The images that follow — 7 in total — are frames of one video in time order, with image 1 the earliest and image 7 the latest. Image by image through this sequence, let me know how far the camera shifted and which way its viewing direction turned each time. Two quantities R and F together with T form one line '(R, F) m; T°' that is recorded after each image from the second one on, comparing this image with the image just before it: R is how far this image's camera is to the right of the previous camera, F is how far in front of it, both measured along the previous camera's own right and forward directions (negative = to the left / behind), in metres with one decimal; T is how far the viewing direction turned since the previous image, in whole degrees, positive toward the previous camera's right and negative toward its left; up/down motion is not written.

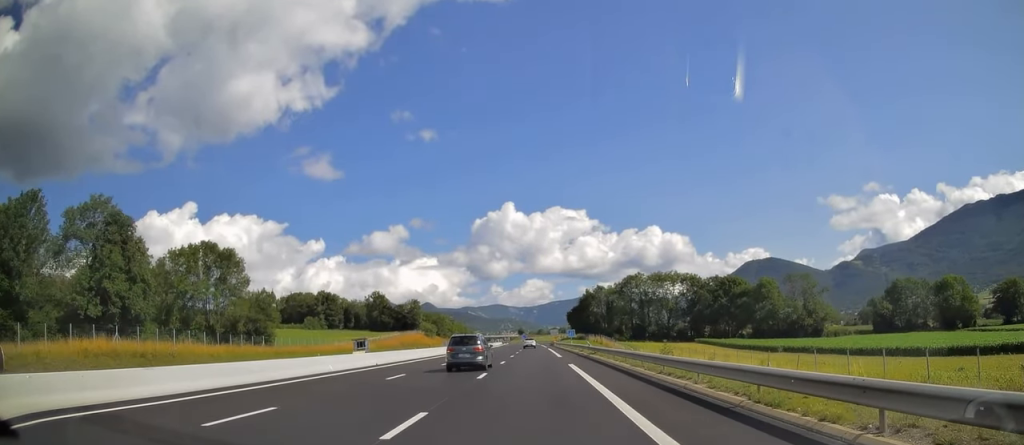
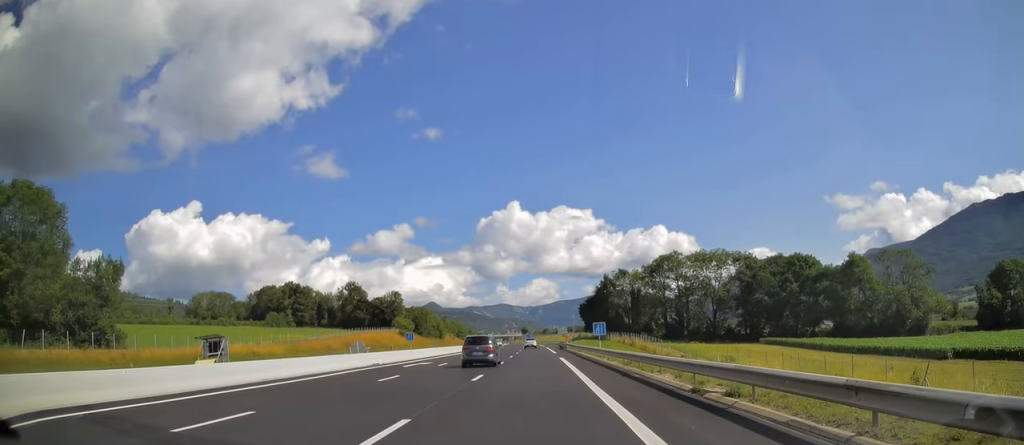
(-0.3, +40.0) m; -1°
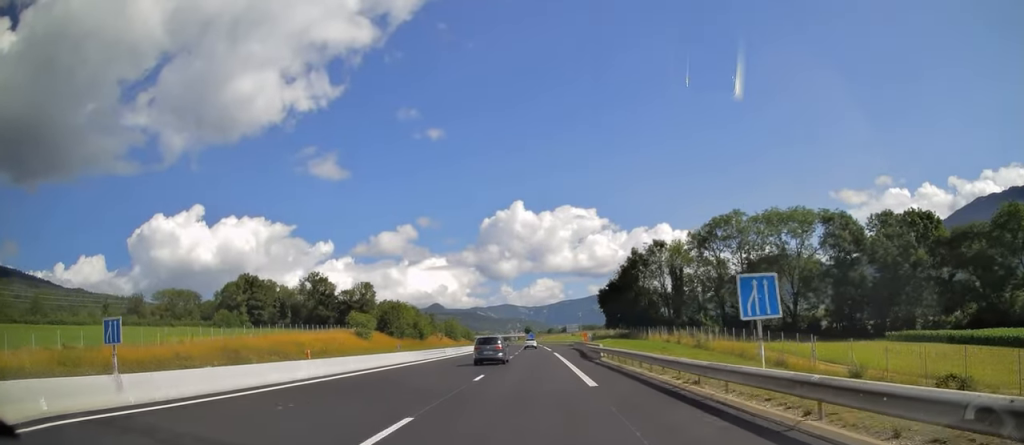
(-0.2, +38.8) m; -1°
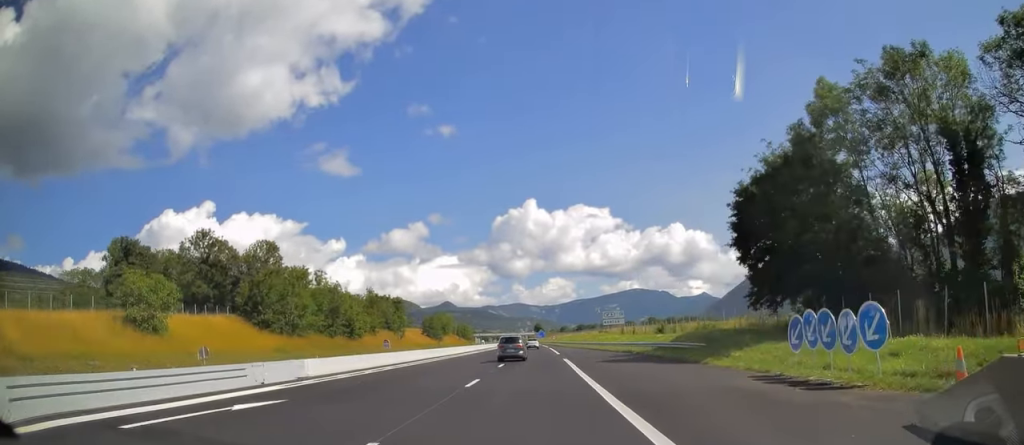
(-0.5, +68.2) m; -1°
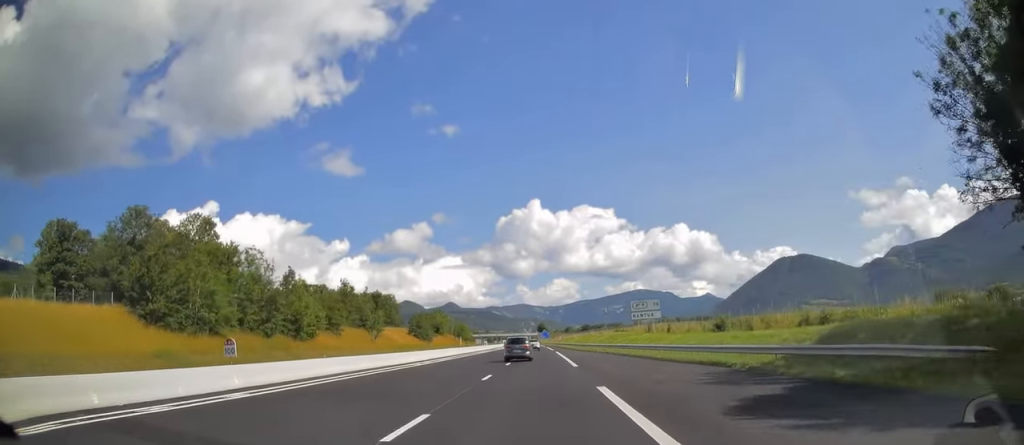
(-0.1, +22.9) m; 0°
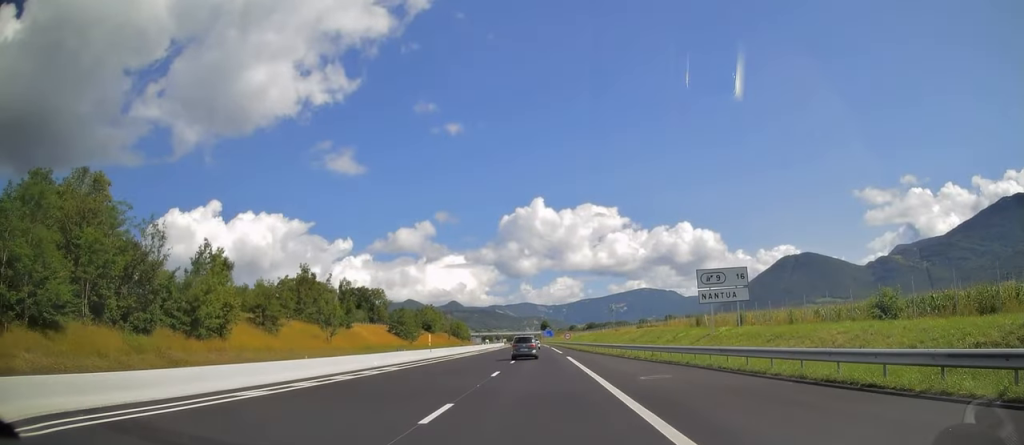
(-0.1, +24.5) m; 0°
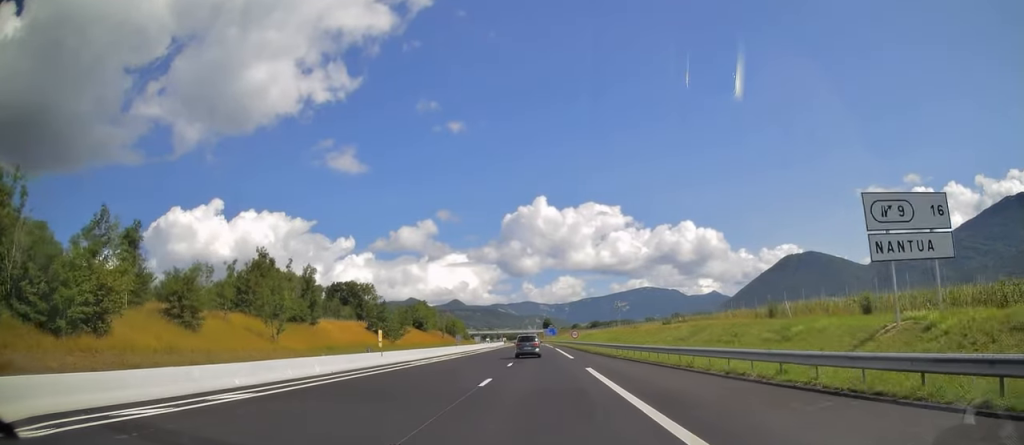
(0.0, +18.4) m; 0°
